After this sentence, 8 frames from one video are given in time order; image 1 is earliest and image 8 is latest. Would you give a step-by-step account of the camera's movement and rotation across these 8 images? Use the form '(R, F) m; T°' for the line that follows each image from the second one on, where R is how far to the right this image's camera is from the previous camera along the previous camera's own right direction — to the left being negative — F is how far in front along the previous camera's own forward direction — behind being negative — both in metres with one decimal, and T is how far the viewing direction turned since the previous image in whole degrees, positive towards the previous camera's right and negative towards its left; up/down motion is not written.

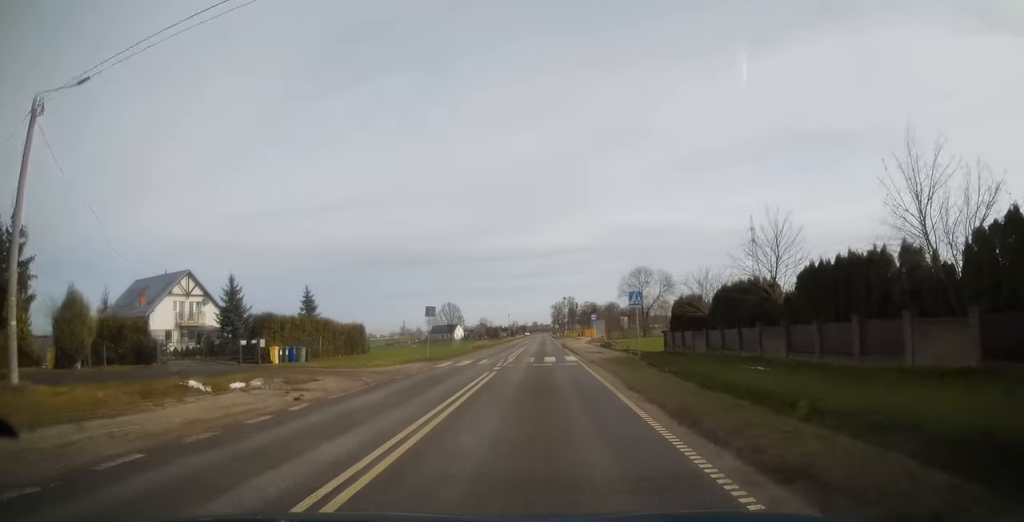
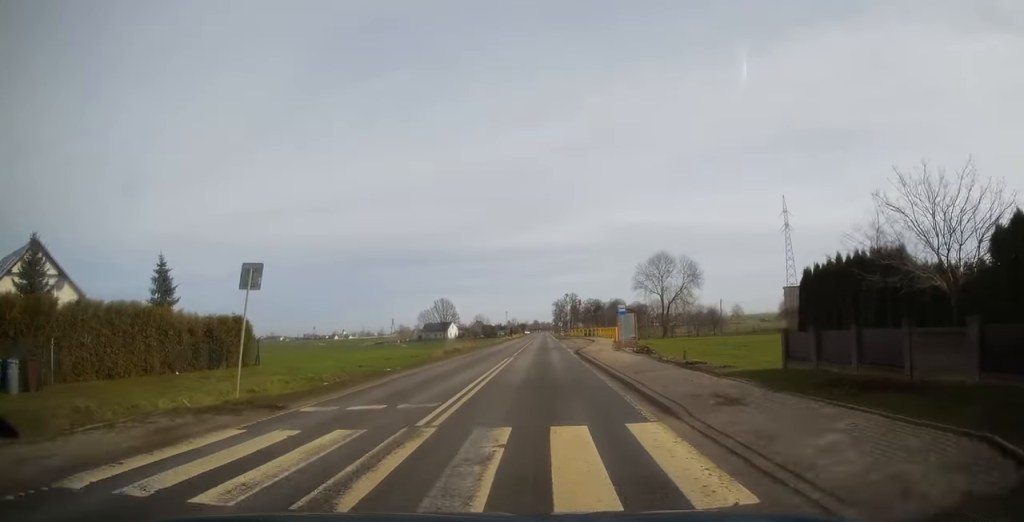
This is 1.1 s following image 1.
(+0.2, +22.2) m; 0°
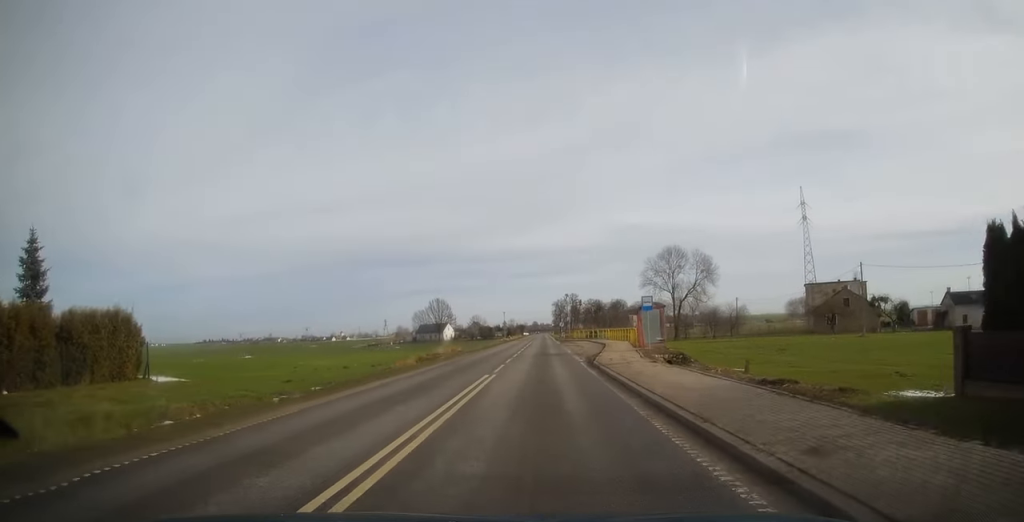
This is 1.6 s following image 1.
(0.0, +10.4) m; 0°
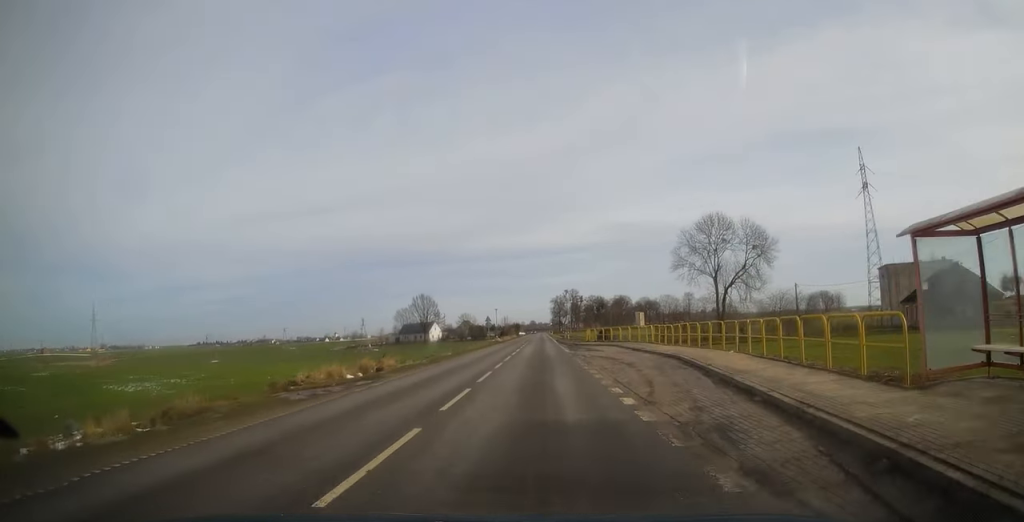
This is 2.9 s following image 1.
(-0.1, +27.8) m; 0°
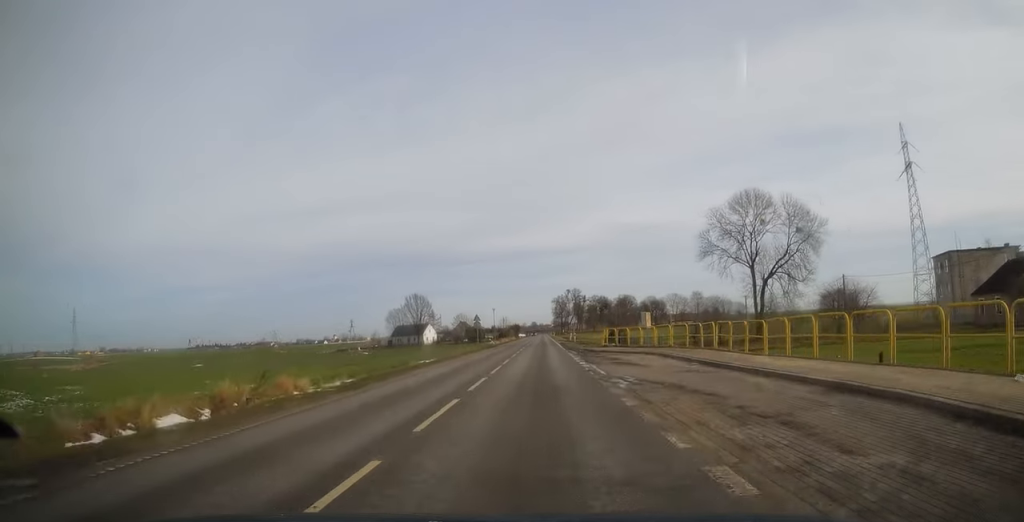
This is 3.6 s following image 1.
(+0.1, +13.9) m; 0°
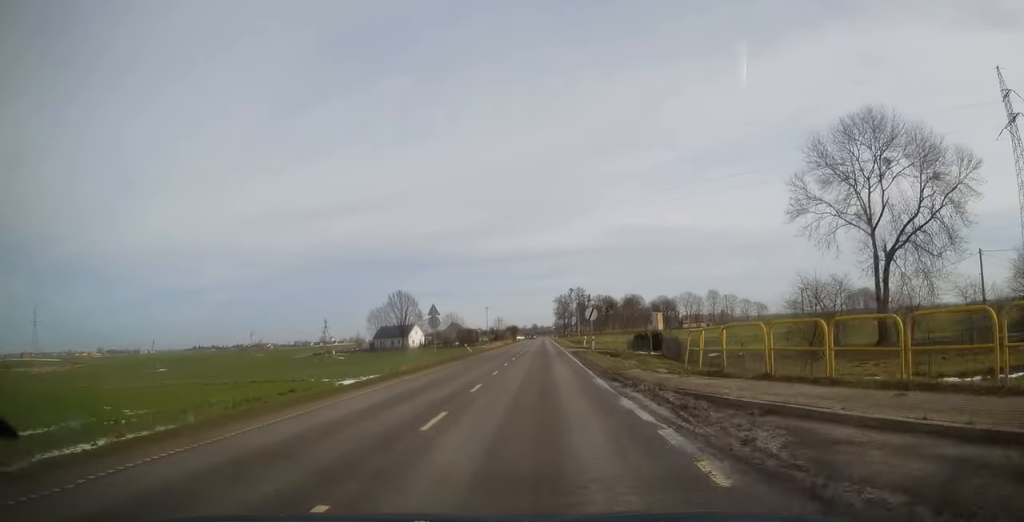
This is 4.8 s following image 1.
(-0.4, +25.0) m; -1°
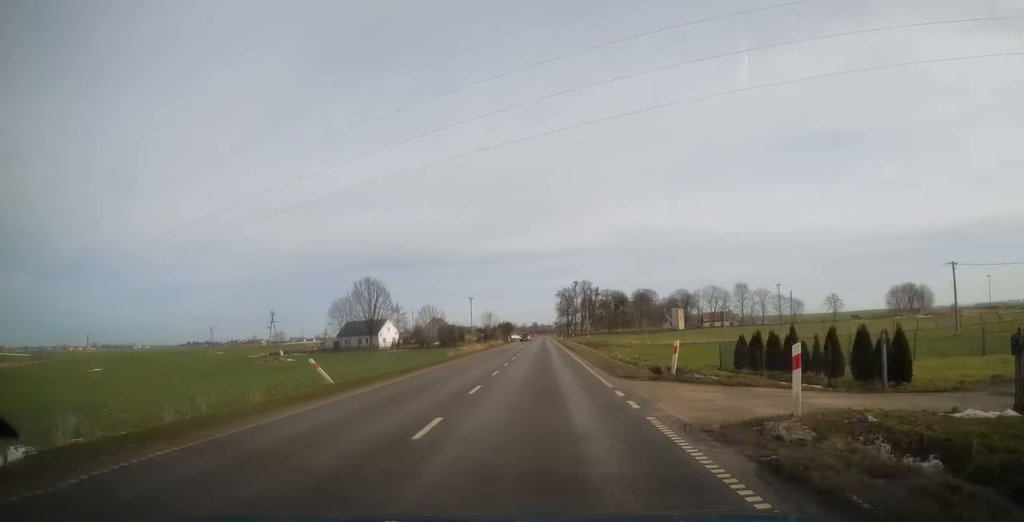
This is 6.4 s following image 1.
(+0.2, +35.2) m; +1°
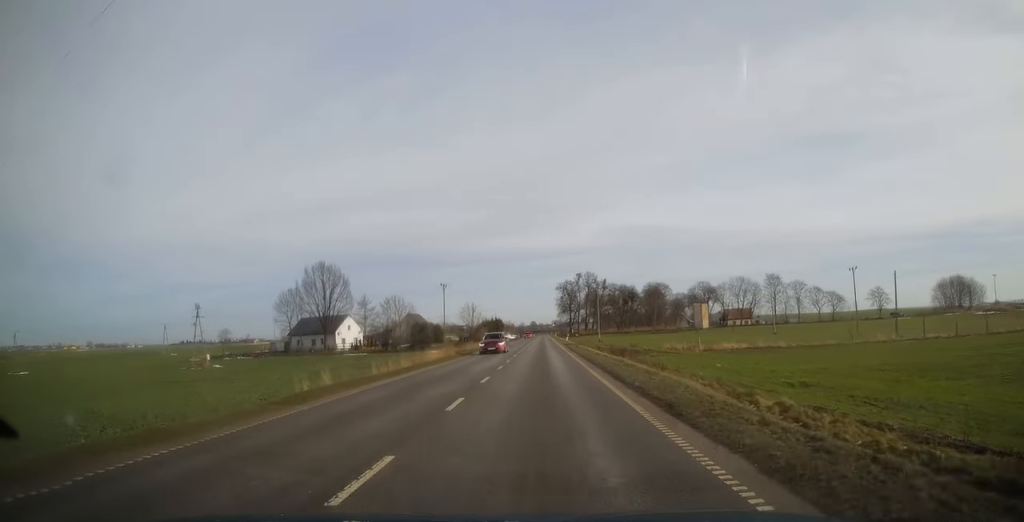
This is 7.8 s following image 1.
(+0.2, +32.1) m; 0°
